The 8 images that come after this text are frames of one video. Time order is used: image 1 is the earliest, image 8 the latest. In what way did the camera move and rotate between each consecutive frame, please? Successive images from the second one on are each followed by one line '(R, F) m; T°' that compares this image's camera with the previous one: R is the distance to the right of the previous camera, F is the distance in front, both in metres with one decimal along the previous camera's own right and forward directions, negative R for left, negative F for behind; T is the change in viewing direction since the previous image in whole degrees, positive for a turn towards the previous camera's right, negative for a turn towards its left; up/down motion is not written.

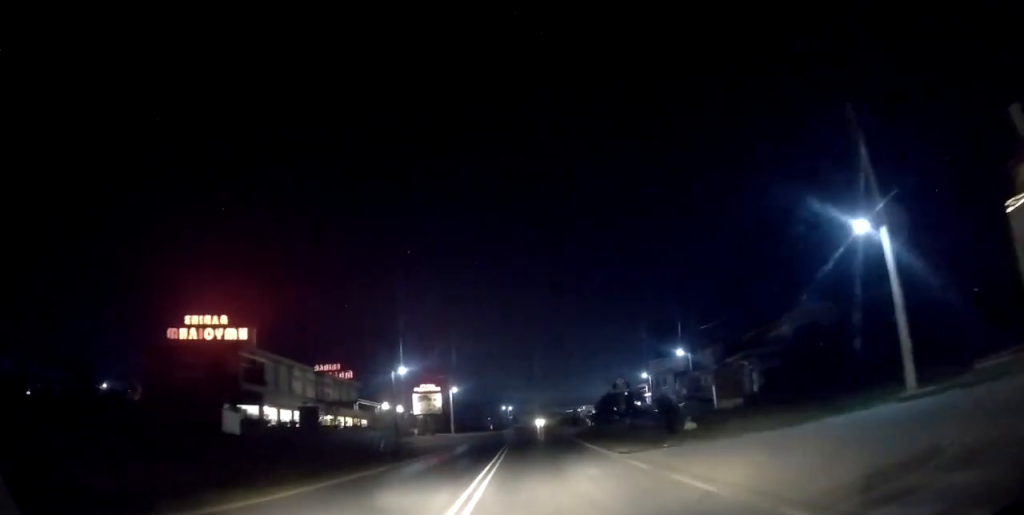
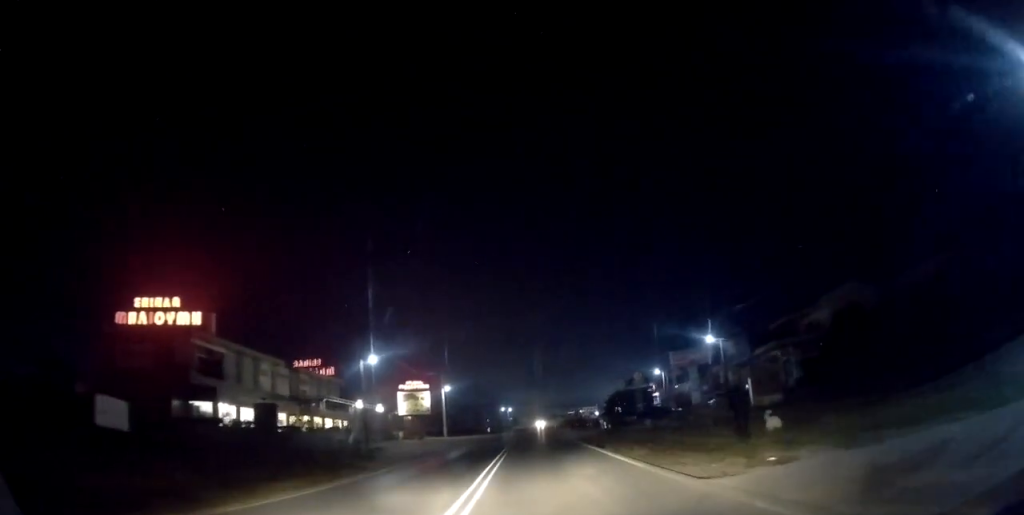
(0.0, +9.0) m; +1°
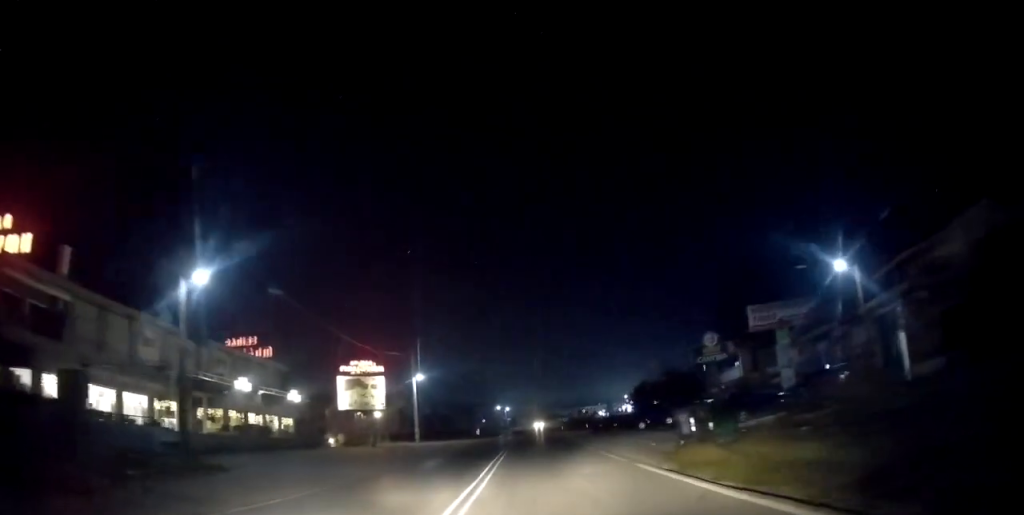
(+0.5, +19.8) m; +2°
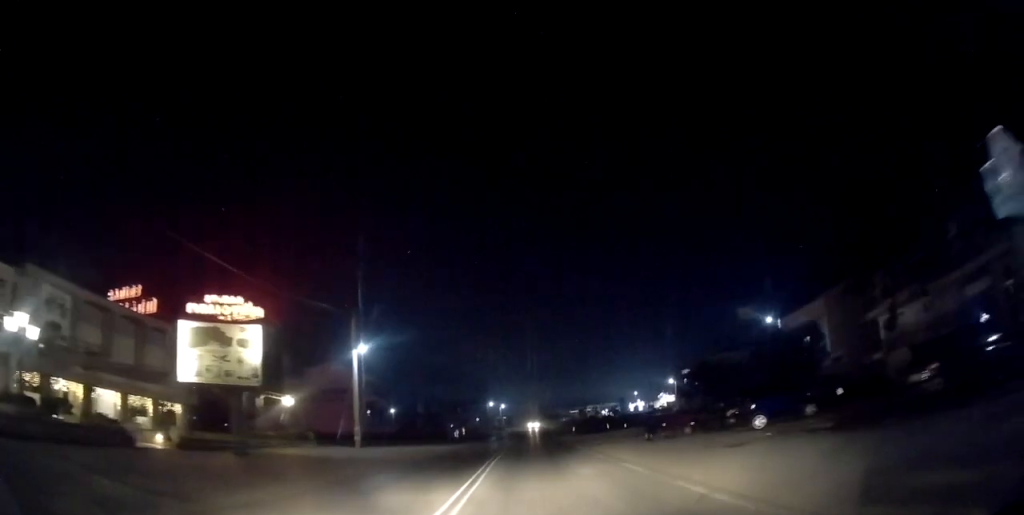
(0.0, +20.6) m; -1°
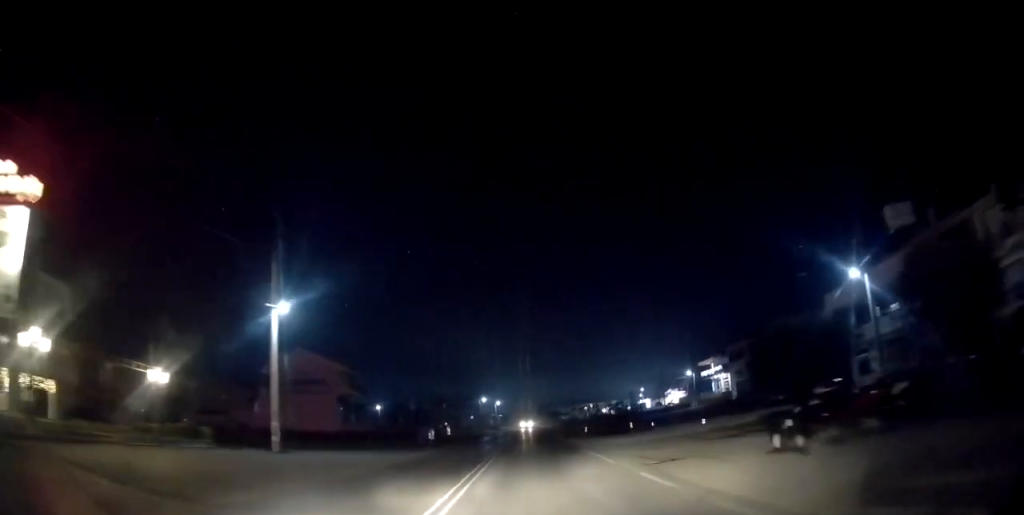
(-0.1, +13.2) m; 0°
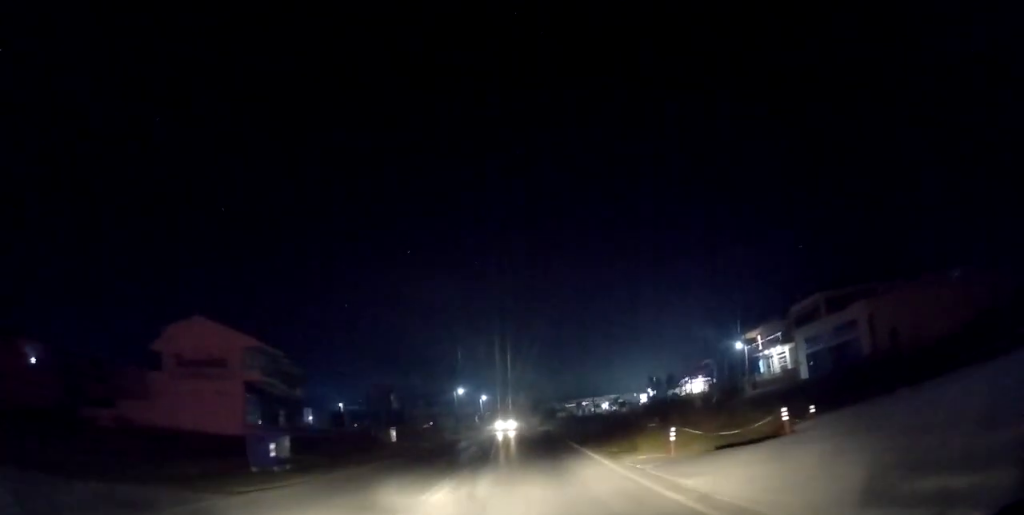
(0.0, +25.5) m; 0°
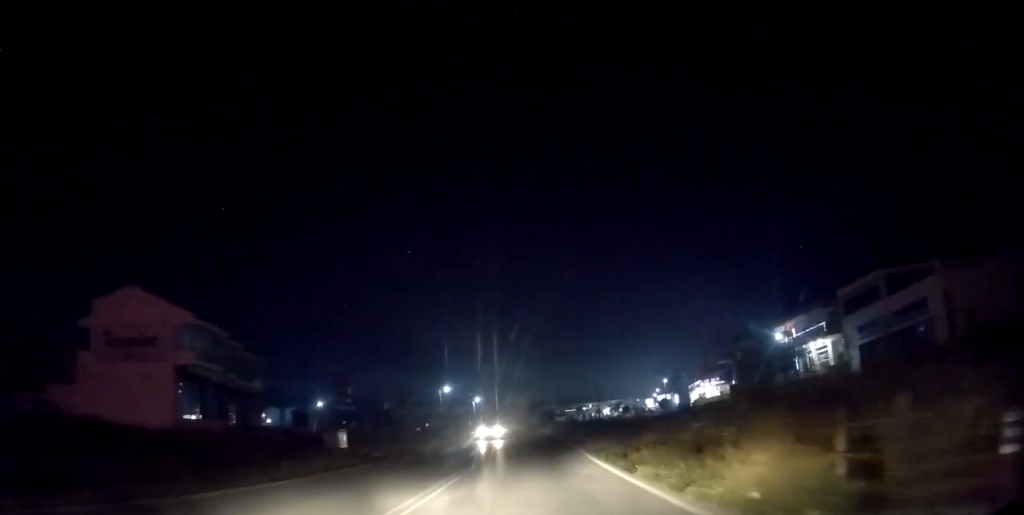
(-0.1, +11.4) m; +1°
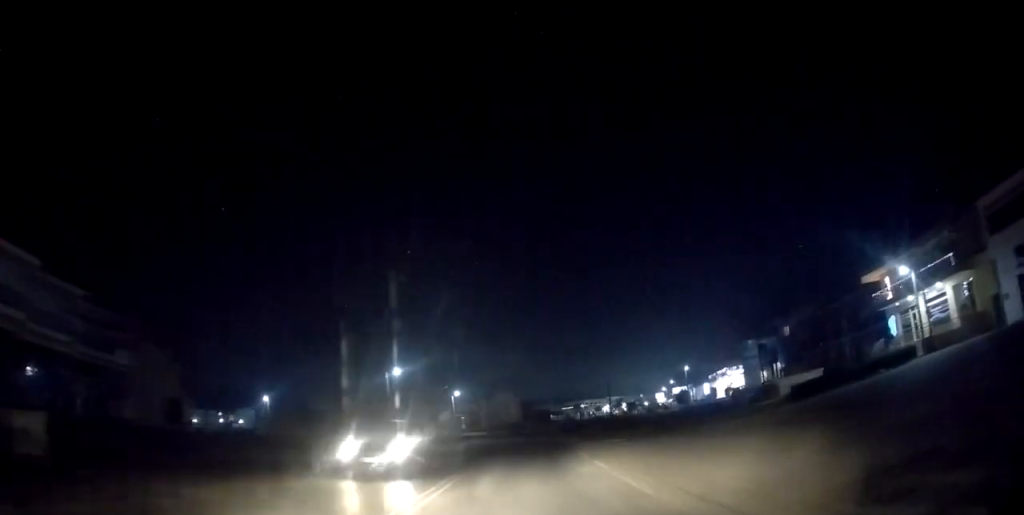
(+0.4, +22.0) m; +1°
